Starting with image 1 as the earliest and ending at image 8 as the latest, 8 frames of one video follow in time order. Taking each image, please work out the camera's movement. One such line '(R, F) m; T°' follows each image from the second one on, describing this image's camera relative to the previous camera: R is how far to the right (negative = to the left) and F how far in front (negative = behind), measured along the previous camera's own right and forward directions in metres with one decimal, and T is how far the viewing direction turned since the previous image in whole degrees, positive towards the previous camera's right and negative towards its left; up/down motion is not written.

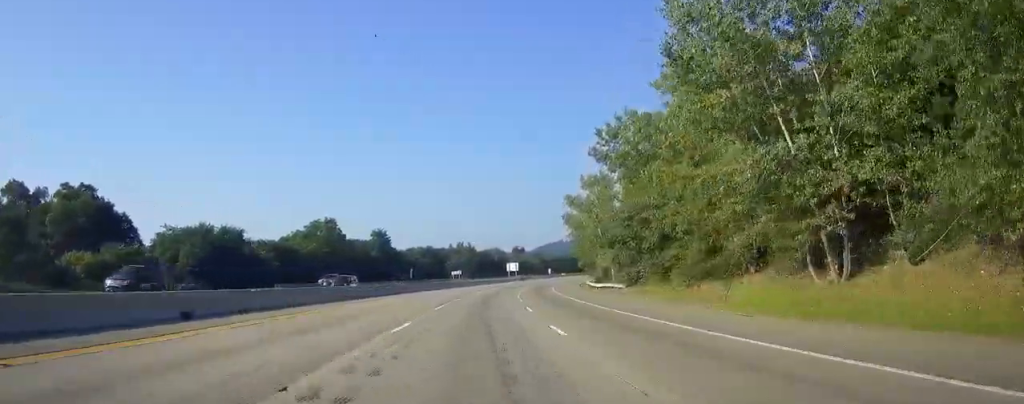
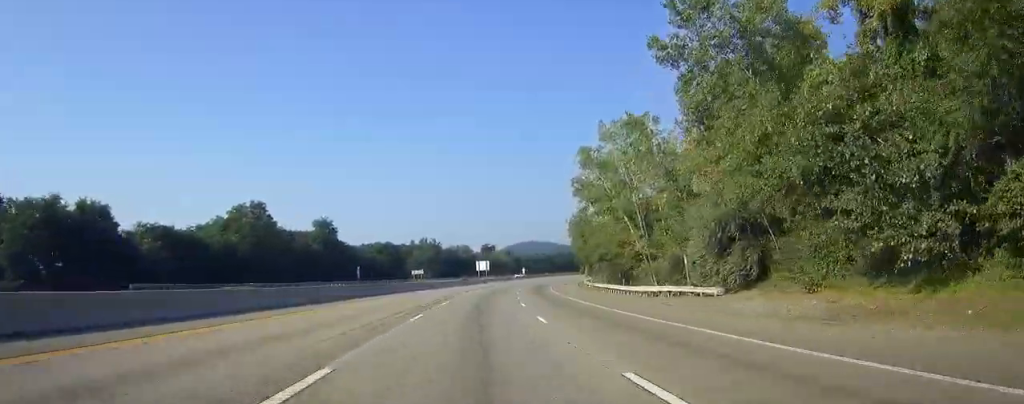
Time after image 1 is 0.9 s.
(+0.7, +32.8) m; +1°
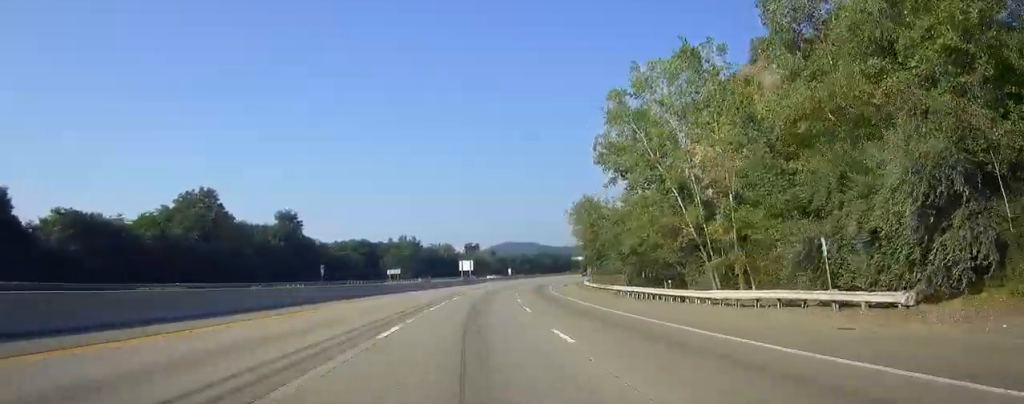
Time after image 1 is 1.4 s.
(0.0, +17.6) m; 0°
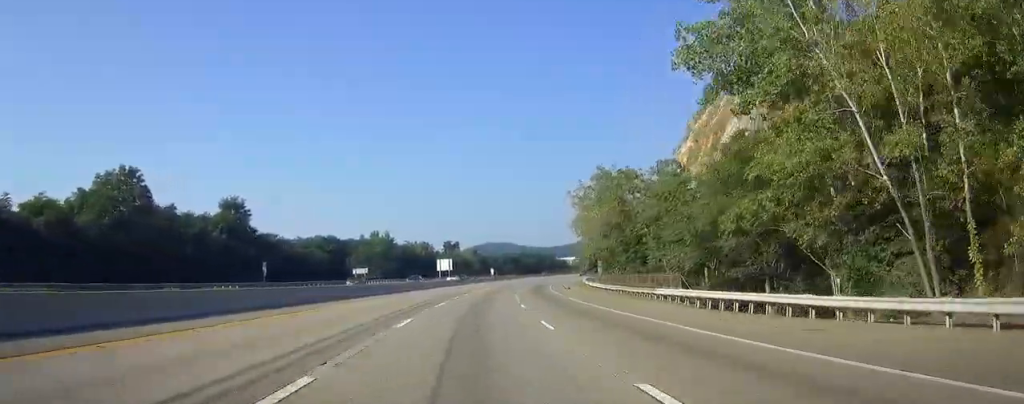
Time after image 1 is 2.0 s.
(0.0, +21.2) m; +2°
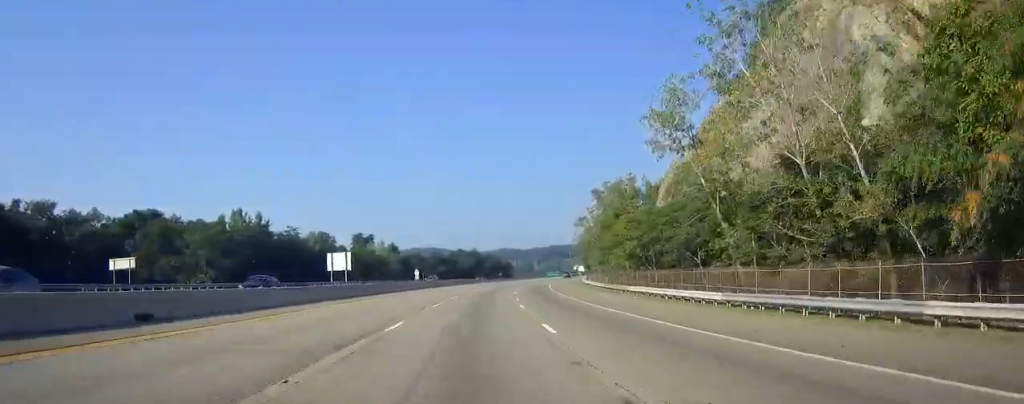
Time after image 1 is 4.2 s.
(+5.4, +75.1) m; +8°
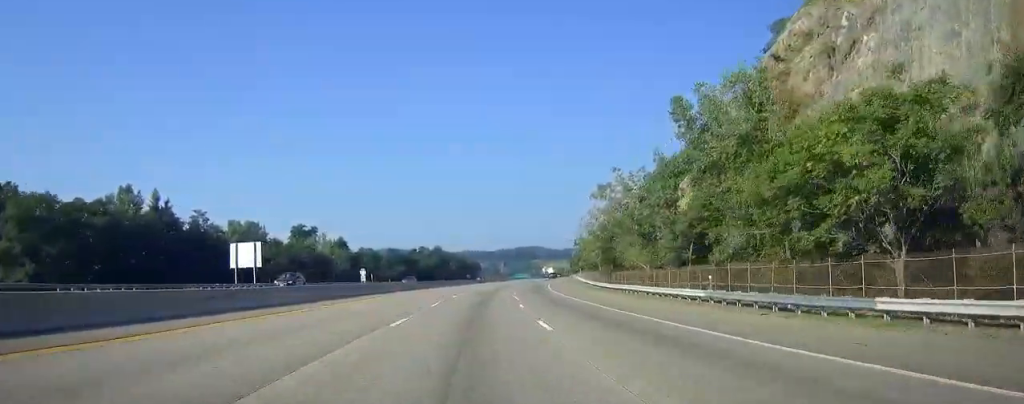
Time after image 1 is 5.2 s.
(+0.9, +36.5) m; +3°
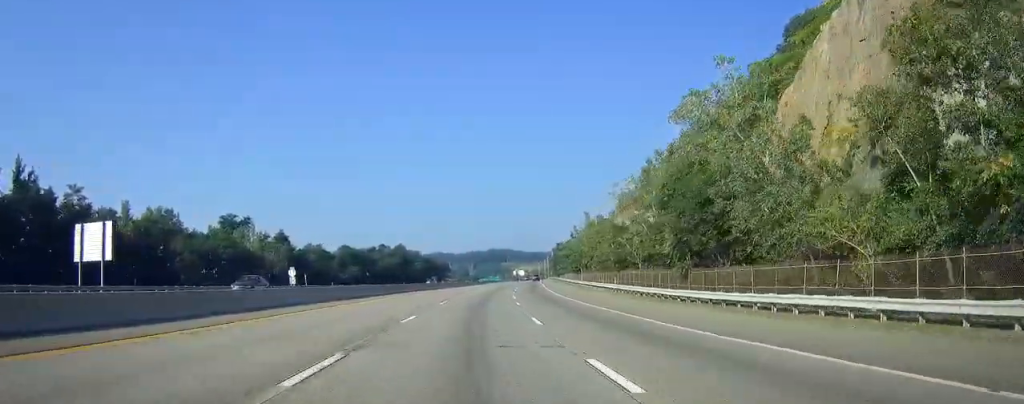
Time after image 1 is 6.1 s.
(+0.9, +32.8) m; +3°
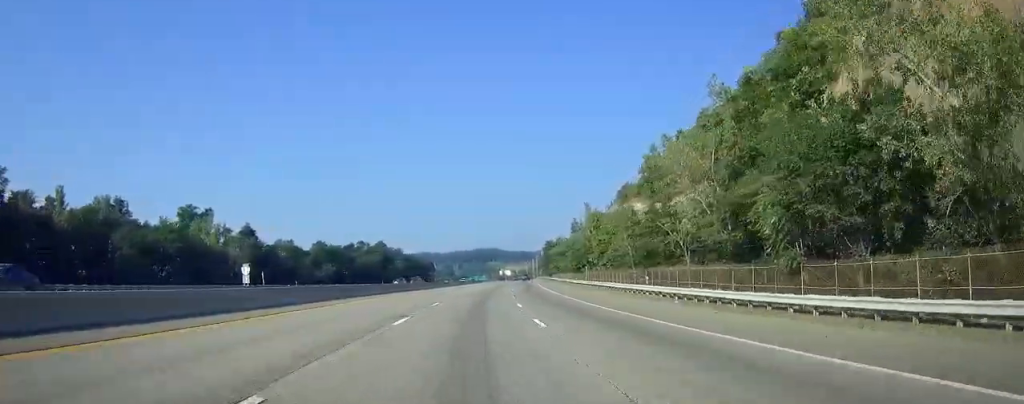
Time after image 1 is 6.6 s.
(+0.1, +15.2) m; +1°
